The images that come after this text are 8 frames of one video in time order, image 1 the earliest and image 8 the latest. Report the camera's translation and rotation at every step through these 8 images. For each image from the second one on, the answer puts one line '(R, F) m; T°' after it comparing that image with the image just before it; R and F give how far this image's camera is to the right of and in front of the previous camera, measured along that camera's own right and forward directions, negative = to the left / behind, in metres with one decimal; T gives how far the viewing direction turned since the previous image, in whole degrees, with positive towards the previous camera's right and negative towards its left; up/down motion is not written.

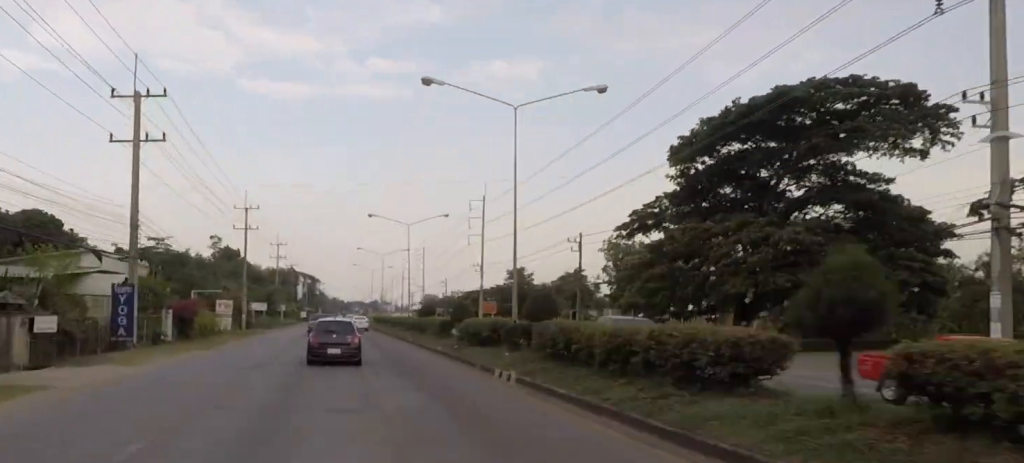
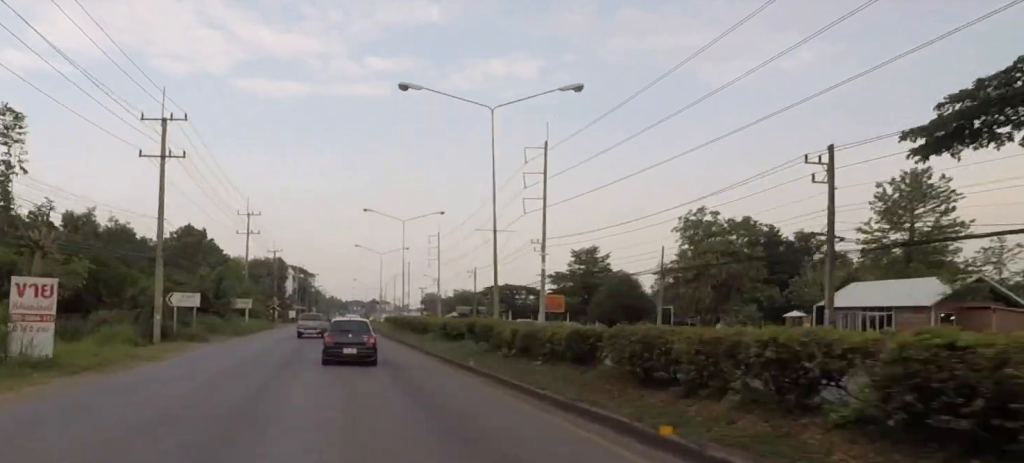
(0.0, +32.2) m; -1°
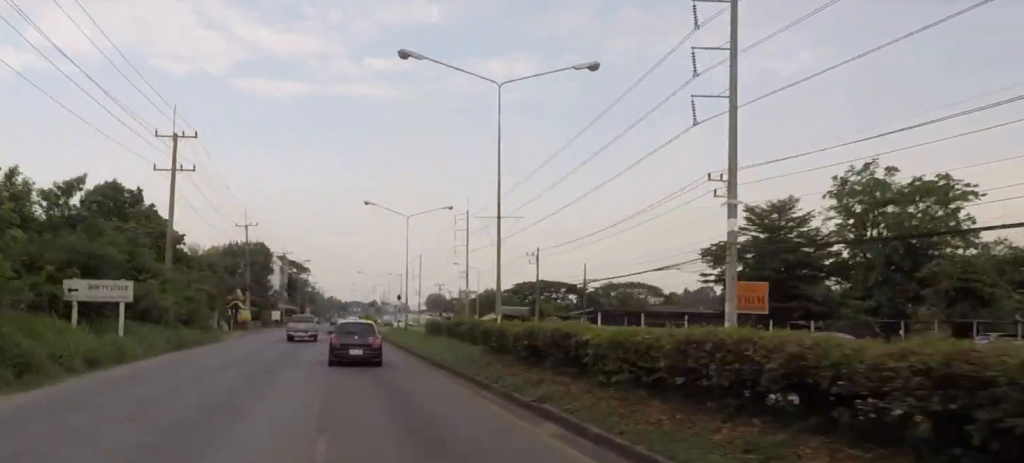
(-0.2, +34.4) m; -1°
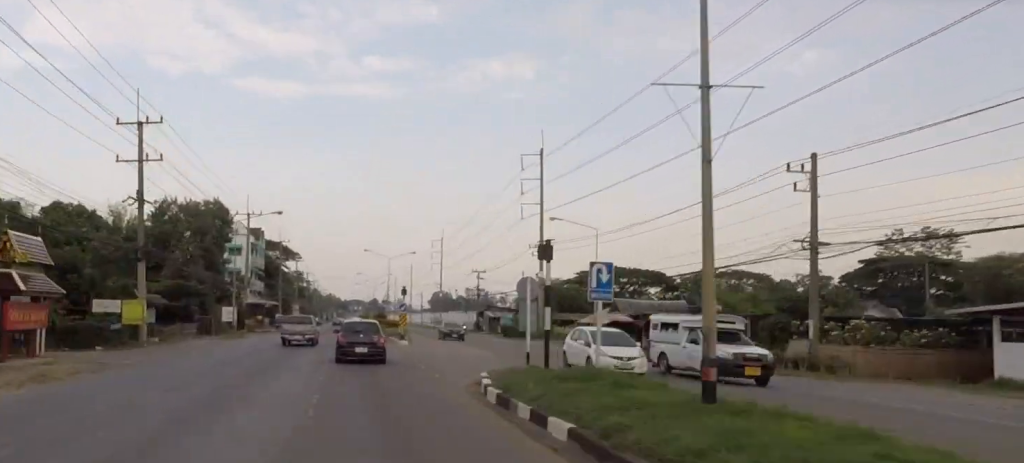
(-0.8, +43.0) m; +1°
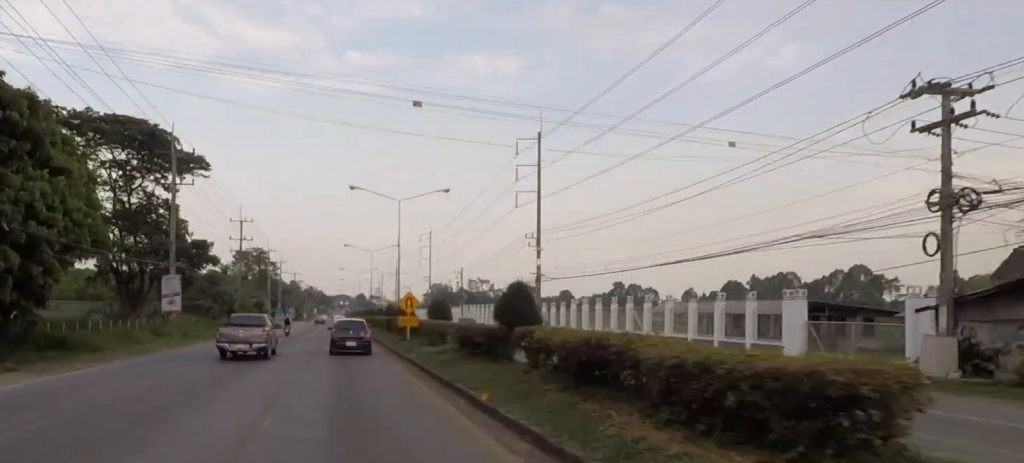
(0.0, +86.2) m; 0°
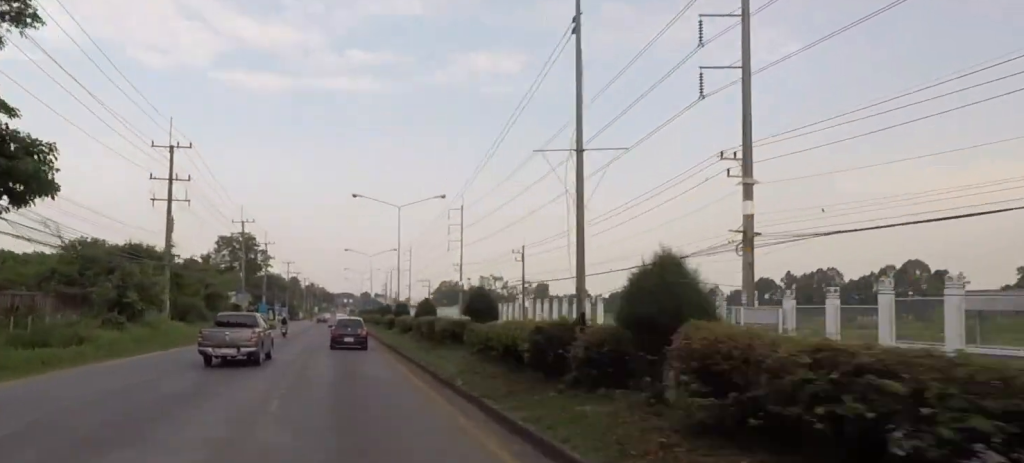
(+0.6, +35.0) m; +2°
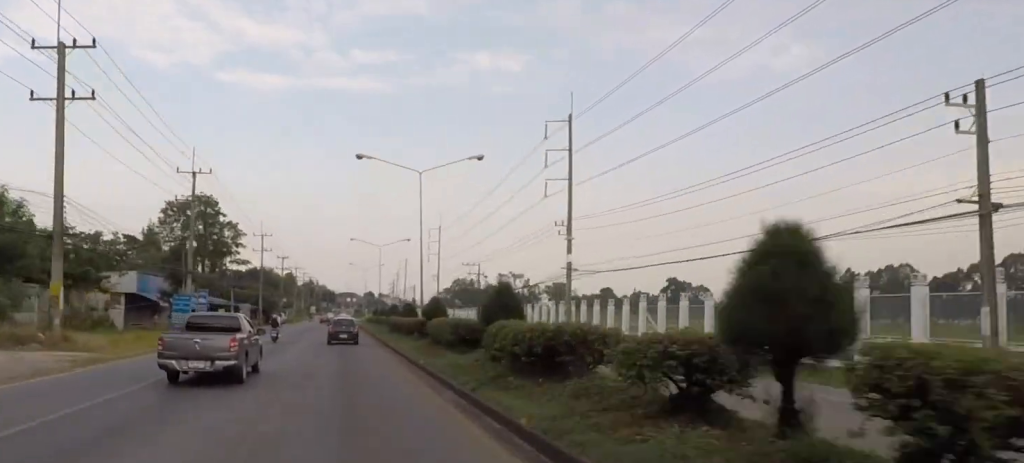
(+1.2, +54.8) m; +3°
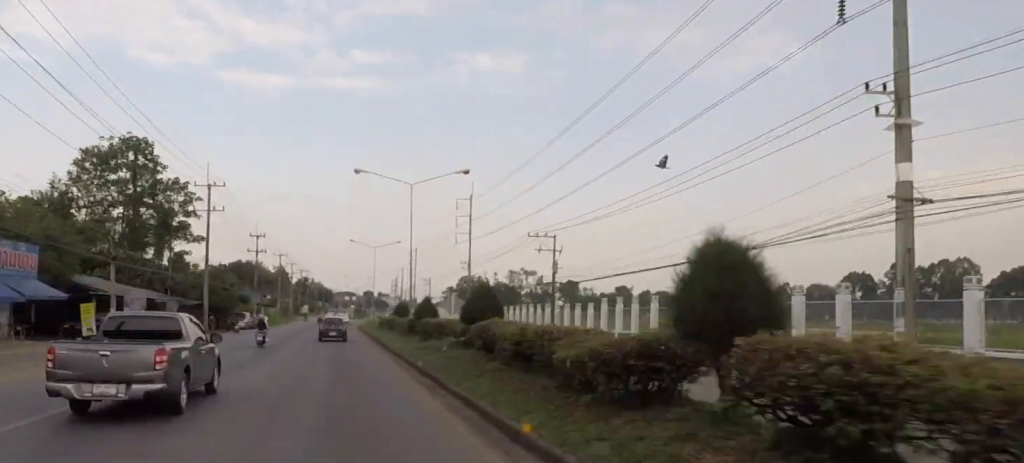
(+0.8, +37.8) m; +1°
